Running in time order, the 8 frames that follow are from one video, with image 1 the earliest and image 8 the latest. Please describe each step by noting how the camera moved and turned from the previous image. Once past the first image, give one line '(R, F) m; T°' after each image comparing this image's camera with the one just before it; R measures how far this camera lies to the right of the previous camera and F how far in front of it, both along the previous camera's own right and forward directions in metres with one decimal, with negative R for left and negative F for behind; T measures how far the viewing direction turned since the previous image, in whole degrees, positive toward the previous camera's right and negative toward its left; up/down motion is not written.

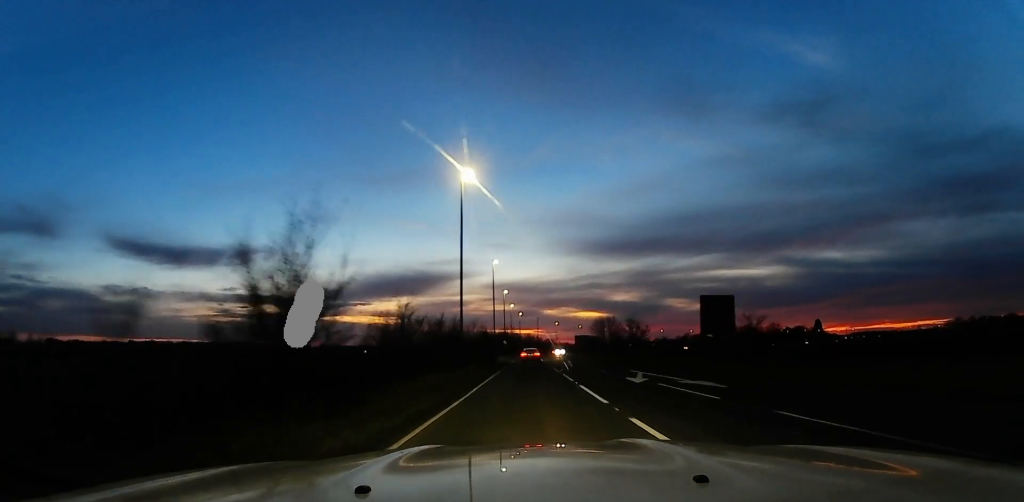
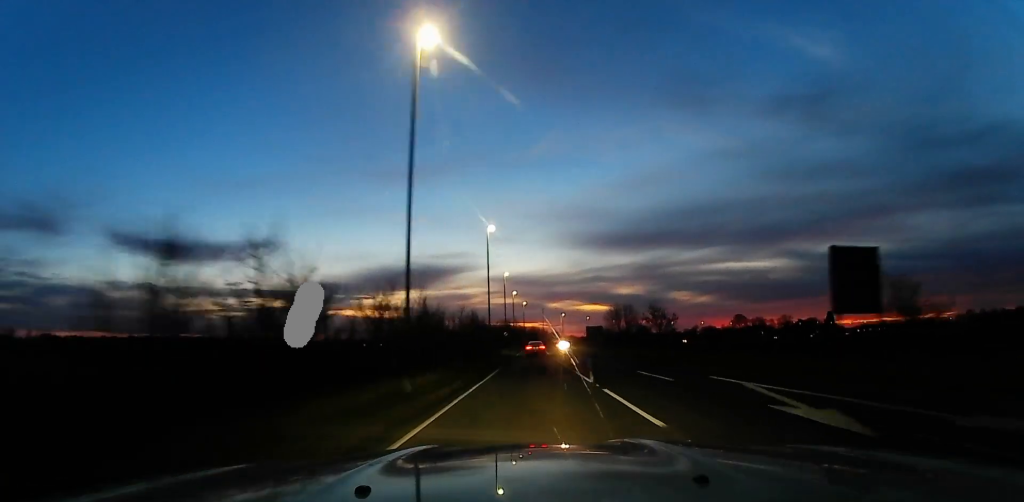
(+0.4, +17.3) m; +2°
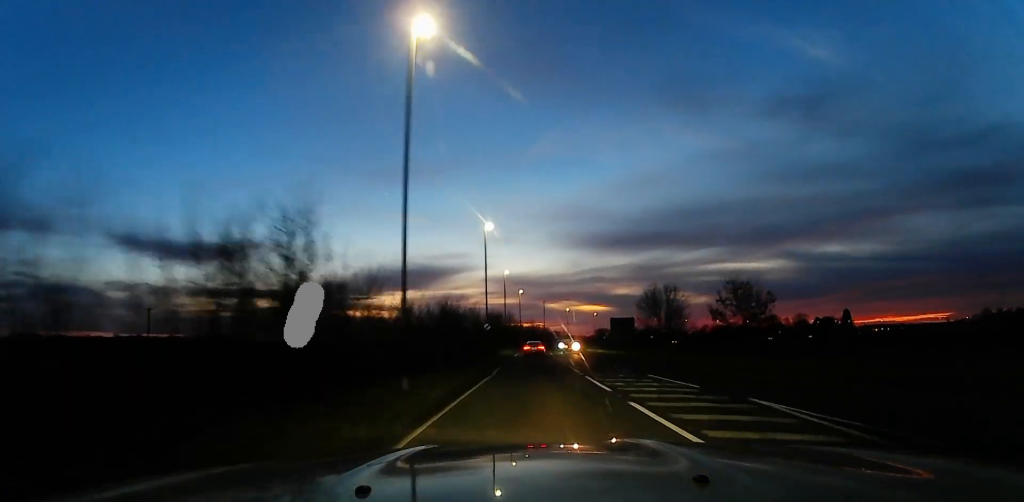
(-0.6, +35.8) m; -3°
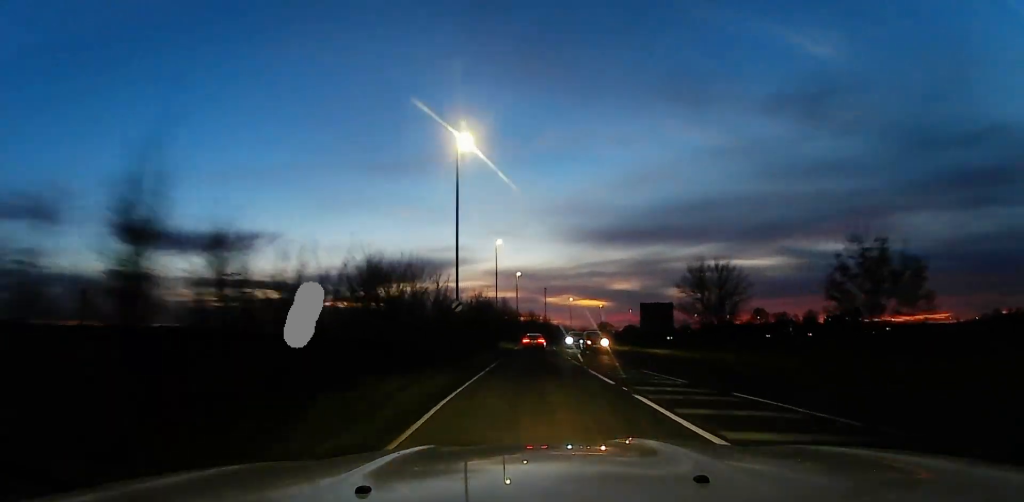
(-0.8, +19.2) m; -1°
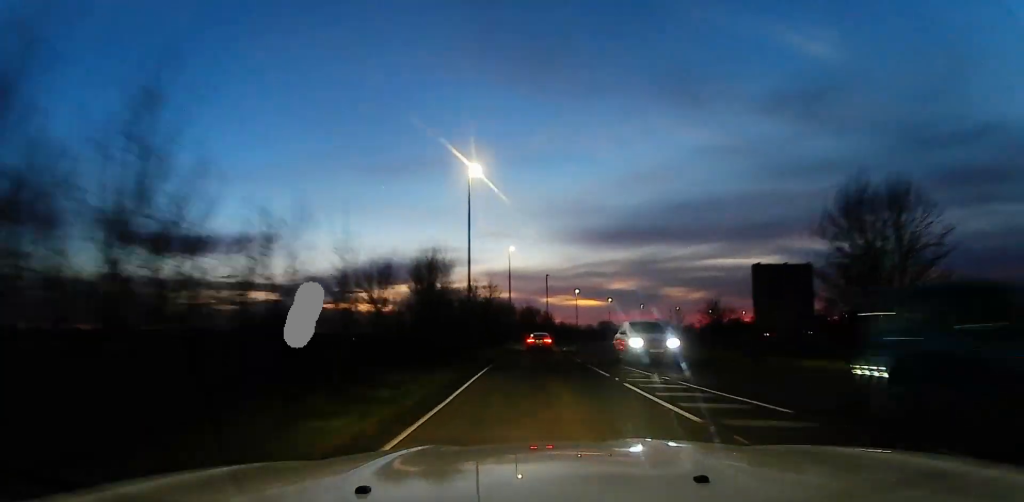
(+0.7, +23.4) m; +3°
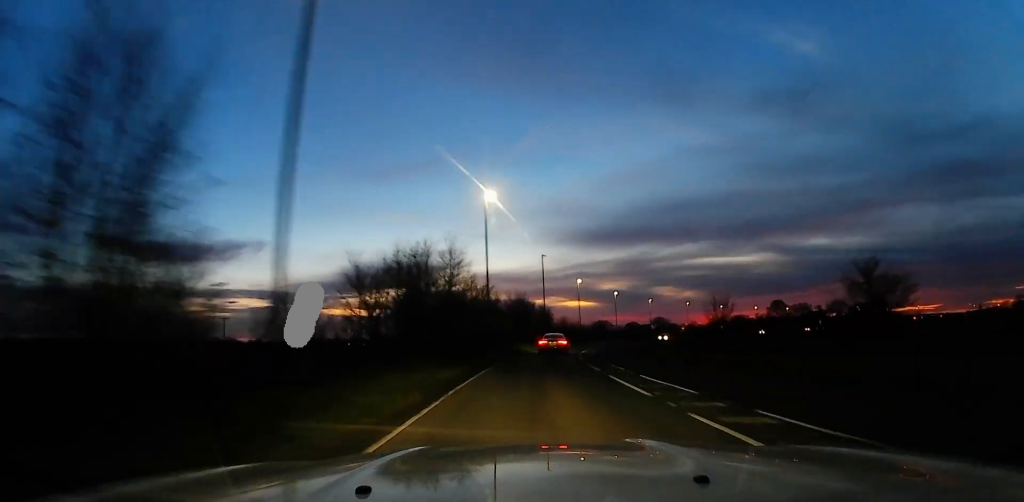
(+0.4, +20.7) m; +3°
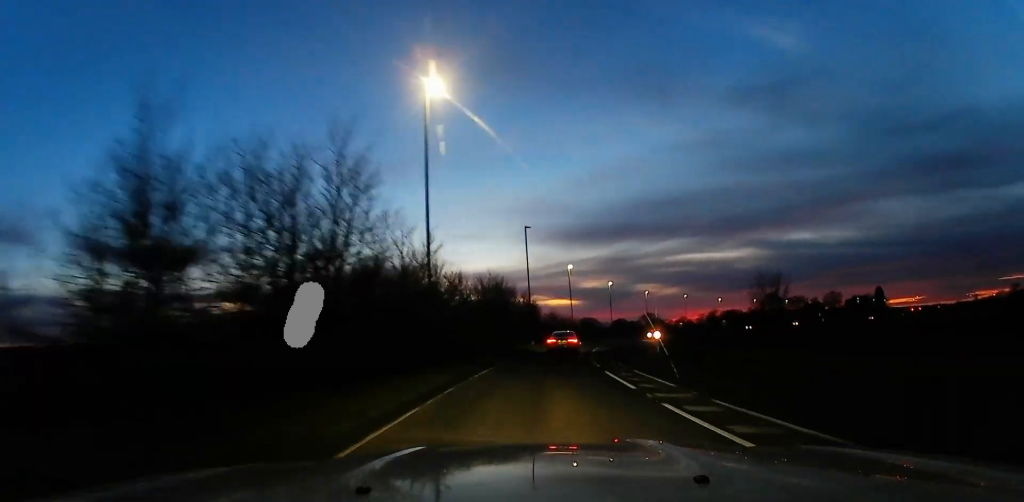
(+0.5, +14.3) m; +3°
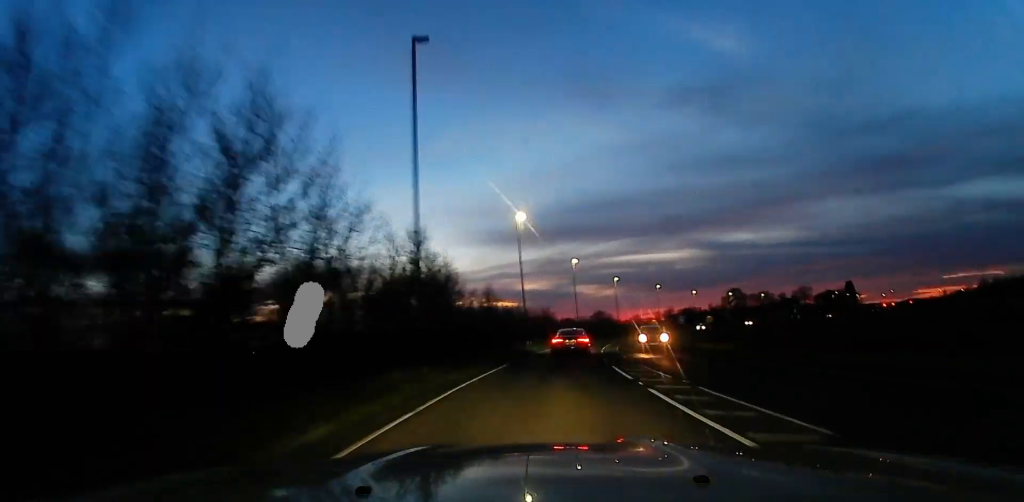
(+1.8, +29.4) m; +6°
